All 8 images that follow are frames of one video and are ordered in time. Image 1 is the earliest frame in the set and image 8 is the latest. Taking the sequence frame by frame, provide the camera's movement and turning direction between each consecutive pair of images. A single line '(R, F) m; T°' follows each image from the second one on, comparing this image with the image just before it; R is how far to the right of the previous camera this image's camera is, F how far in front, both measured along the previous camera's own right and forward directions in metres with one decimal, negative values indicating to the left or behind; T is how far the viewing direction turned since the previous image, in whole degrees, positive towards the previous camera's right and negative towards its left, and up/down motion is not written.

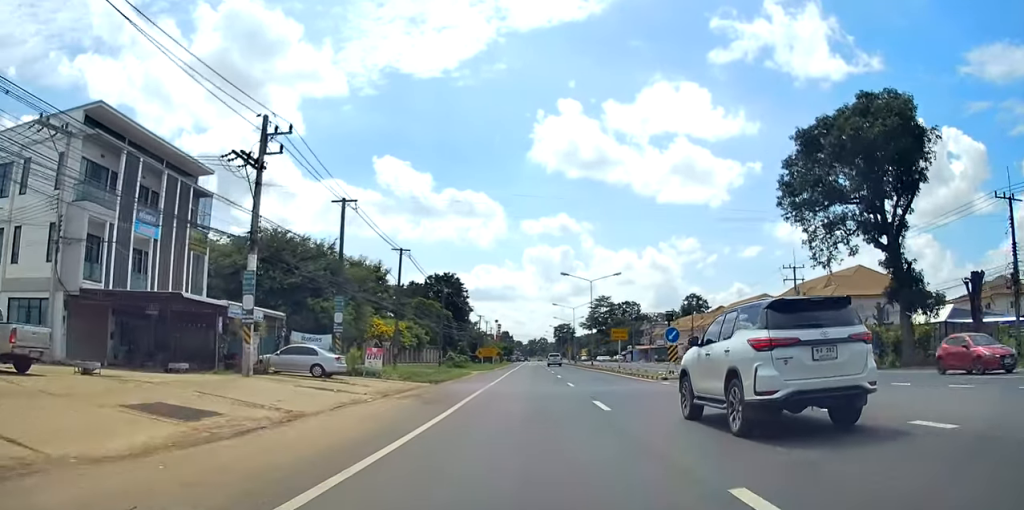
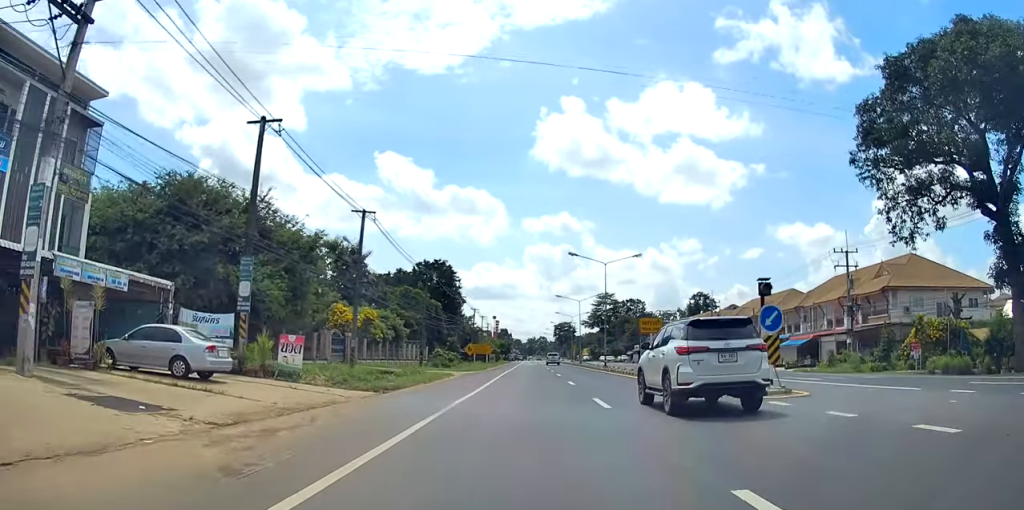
(-0.1, +12.1) m; 0°
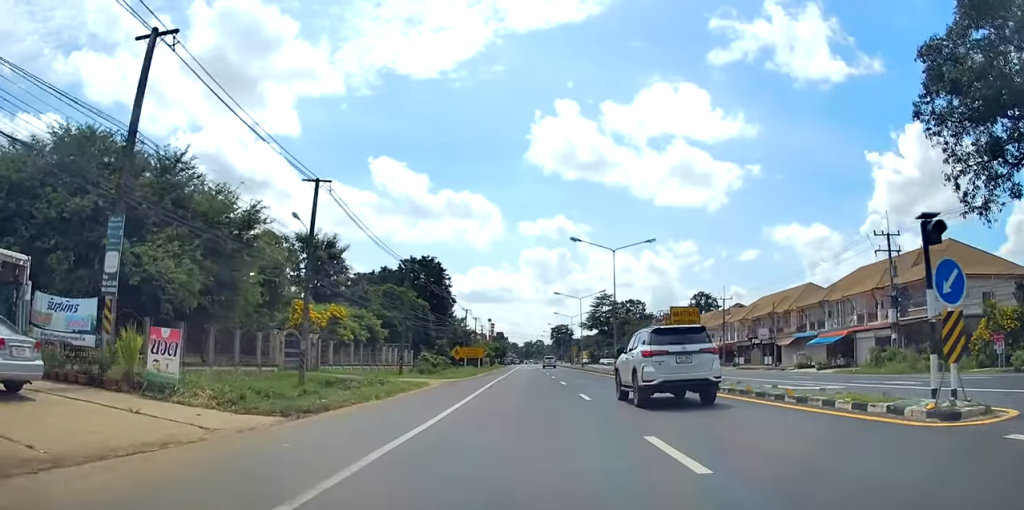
(+0.1, +8.2) m; 0°
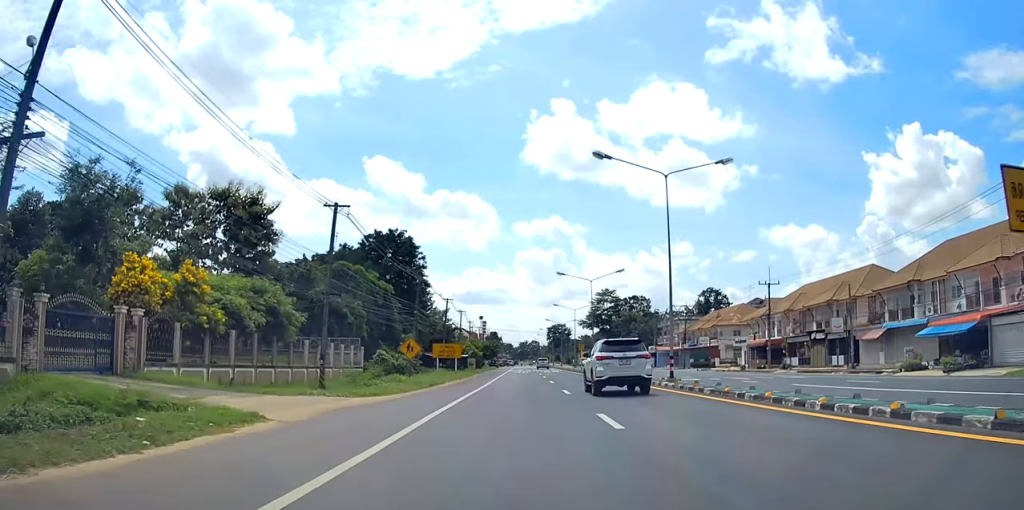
(+0.1, +19.5) m; 0°
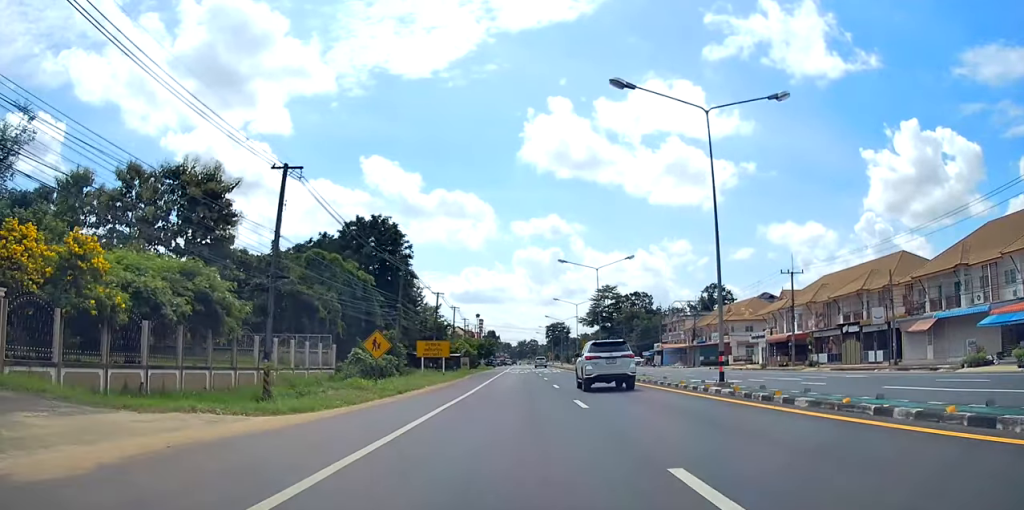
(0.0, +7.3) m; 0°
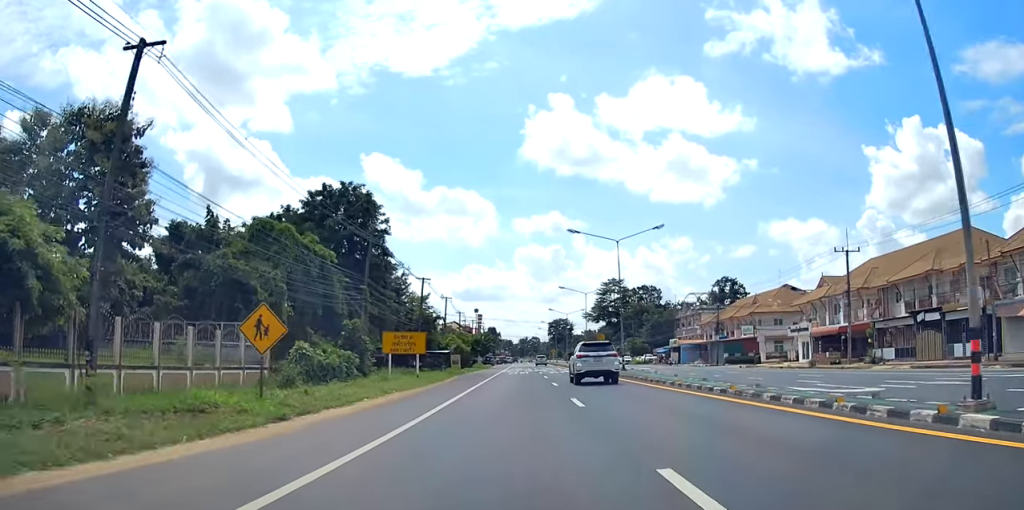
(0.0, +12.4) m; 0°
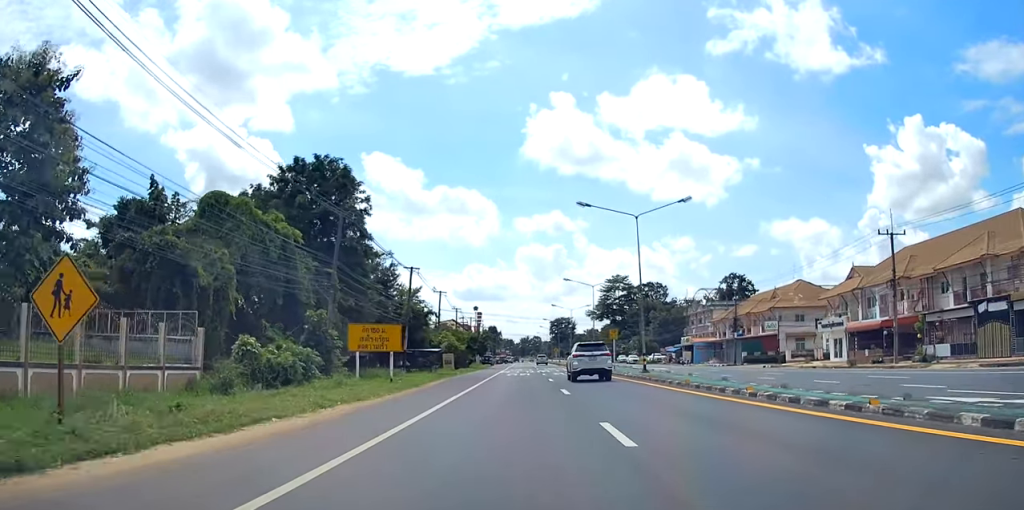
(0.0, +7.2) m; 0°
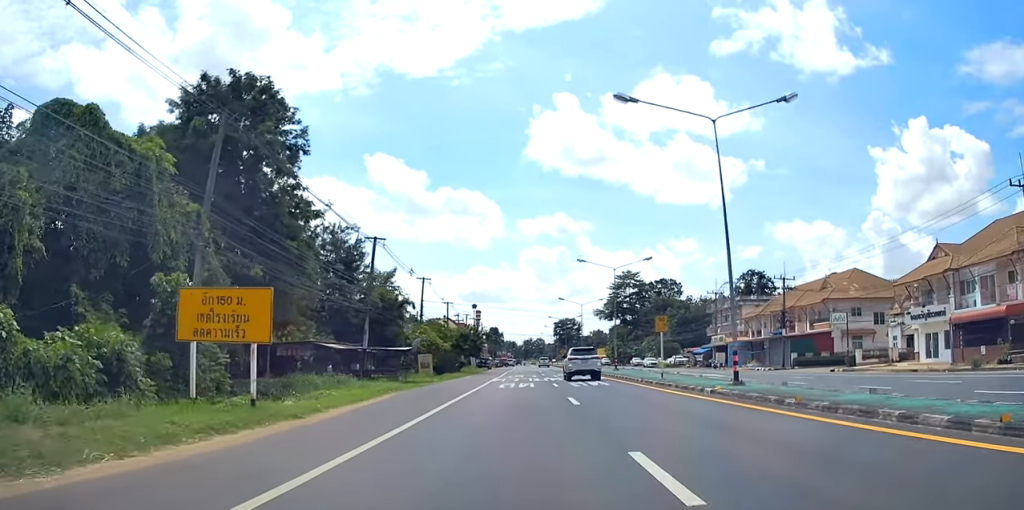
(0.0, +16.0) m; 0°
